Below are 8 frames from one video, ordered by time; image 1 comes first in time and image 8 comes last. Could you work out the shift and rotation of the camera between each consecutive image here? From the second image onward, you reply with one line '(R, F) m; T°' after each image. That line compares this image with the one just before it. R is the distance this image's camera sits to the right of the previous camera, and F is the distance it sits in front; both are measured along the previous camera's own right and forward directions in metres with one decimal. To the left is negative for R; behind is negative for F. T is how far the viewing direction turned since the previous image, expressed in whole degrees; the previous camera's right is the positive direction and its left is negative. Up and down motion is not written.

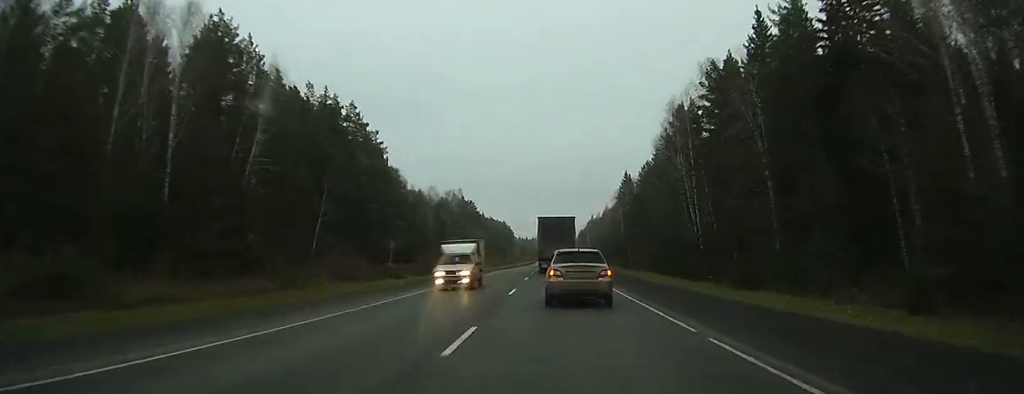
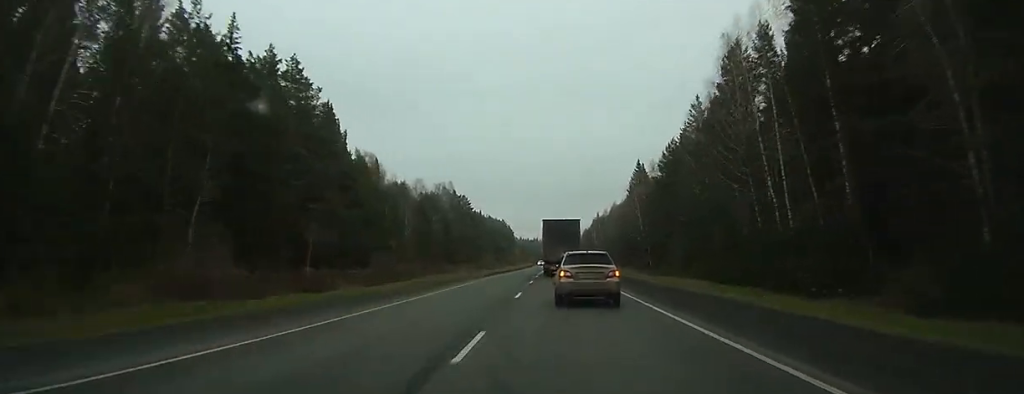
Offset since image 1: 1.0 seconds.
(-0.1, +24.5) m; 0°
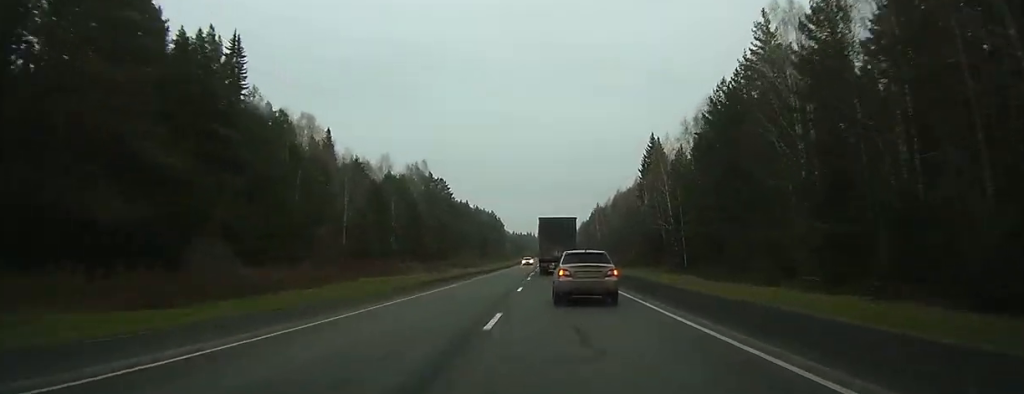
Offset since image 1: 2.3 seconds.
(-0.1, +32.9) m; 0°
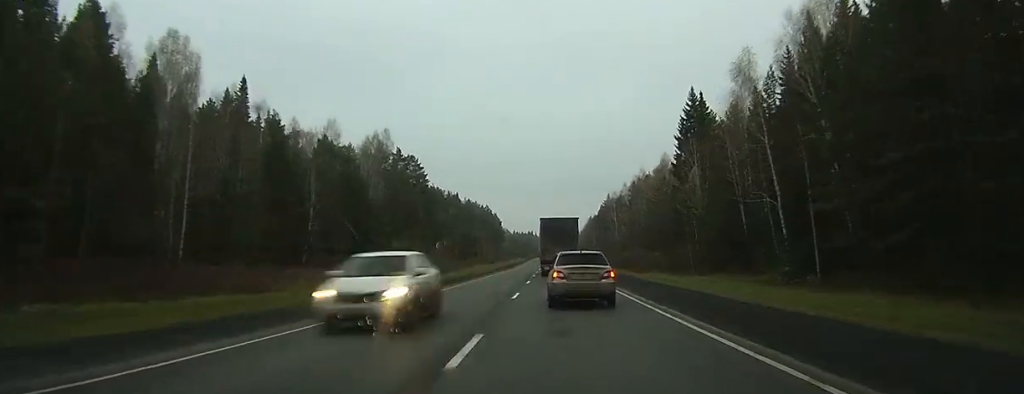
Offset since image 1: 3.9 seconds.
(-0.2, +40.1) m; 0°
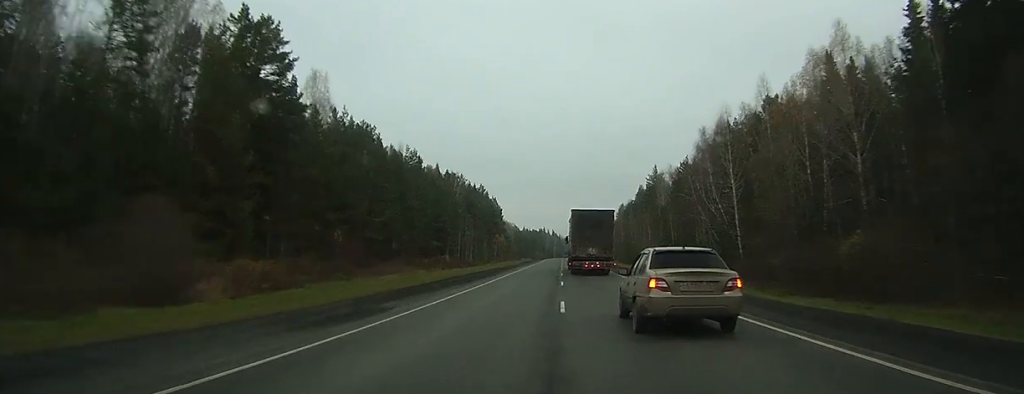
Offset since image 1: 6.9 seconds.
(+0.3, +78.4) m; 0°
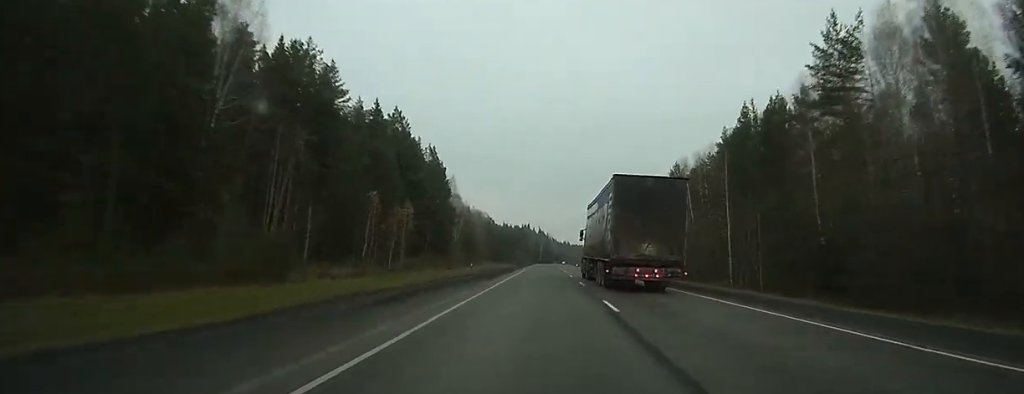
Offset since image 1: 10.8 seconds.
(+0.9, +105.5) m; +2°
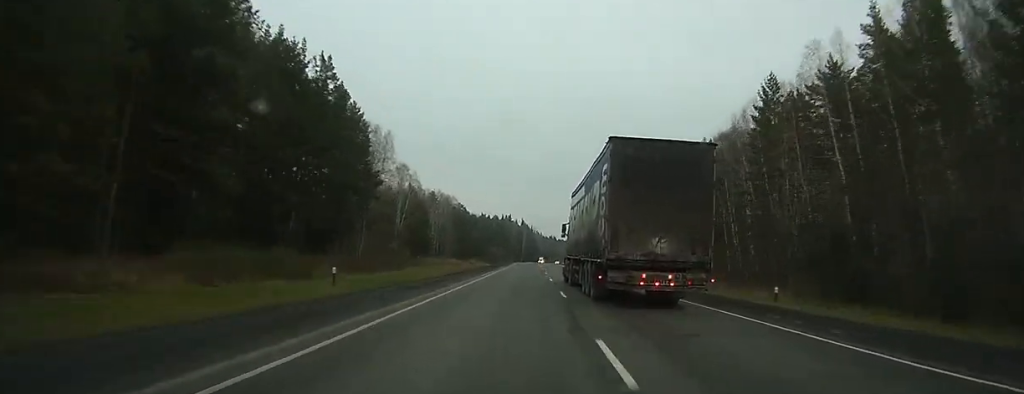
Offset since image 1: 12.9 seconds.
(+0.7, +55.8) m; +1°
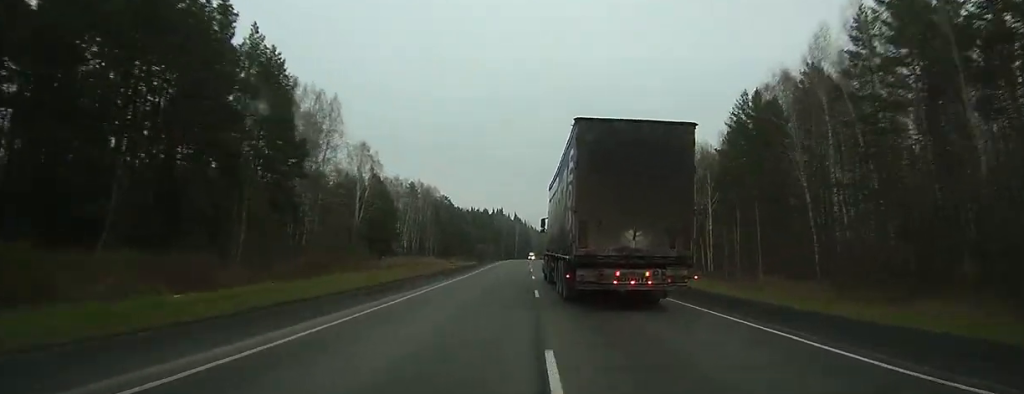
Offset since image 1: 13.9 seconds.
(+0.2, +26.6) m; 0°
